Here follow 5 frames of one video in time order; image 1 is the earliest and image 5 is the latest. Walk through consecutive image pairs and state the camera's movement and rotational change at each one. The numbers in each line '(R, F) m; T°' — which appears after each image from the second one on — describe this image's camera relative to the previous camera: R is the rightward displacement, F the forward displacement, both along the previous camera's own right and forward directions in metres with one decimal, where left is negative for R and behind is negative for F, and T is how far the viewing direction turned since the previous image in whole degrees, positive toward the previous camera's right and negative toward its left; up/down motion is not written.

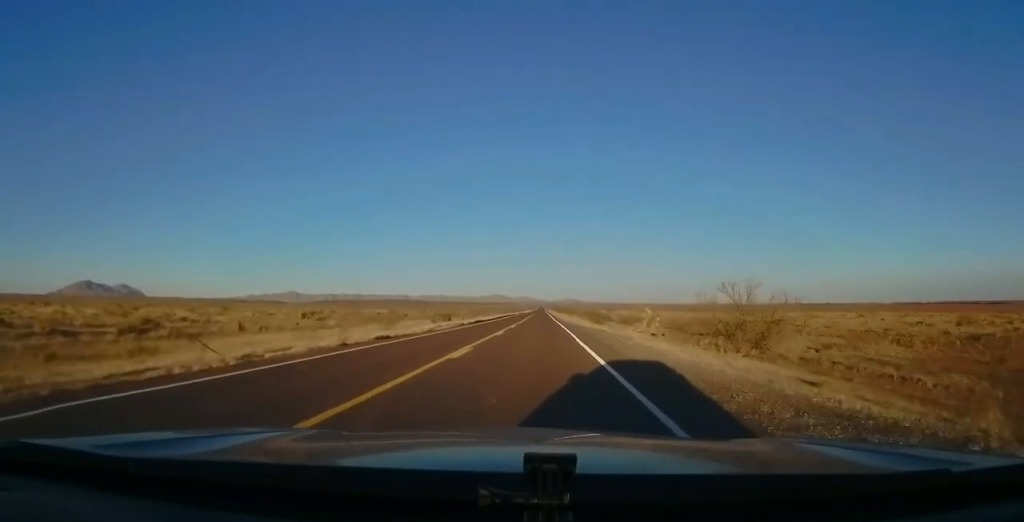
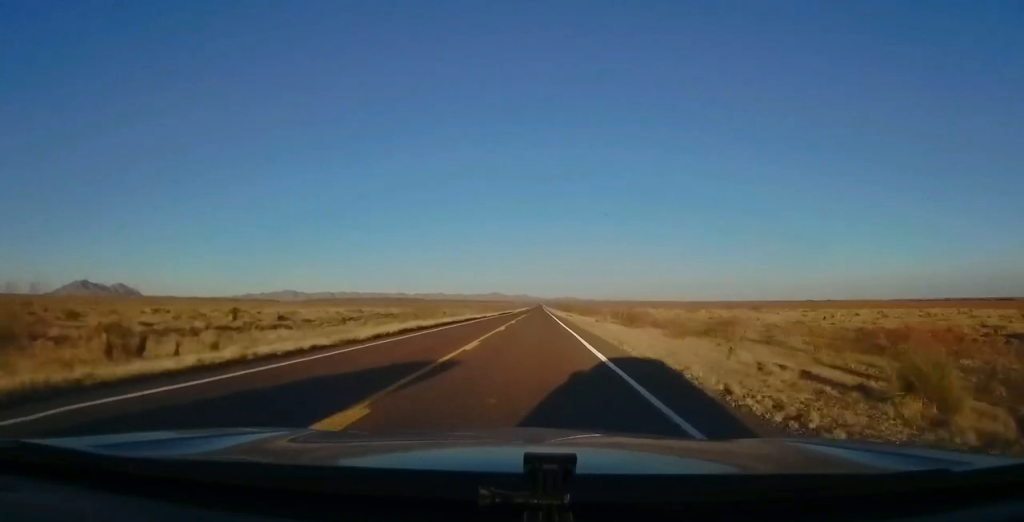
(-1.0, +58.2) m; 0°
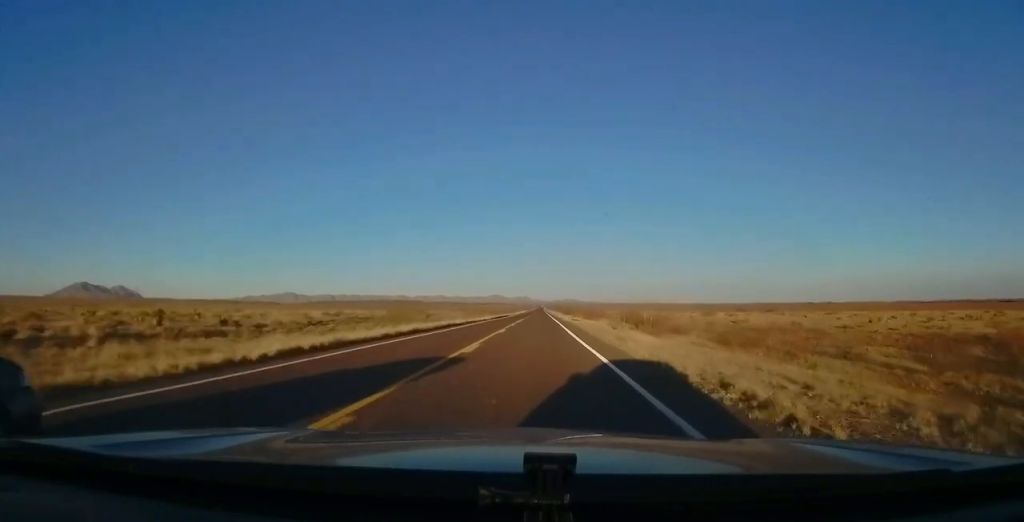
(+0.3, +12.5) m; 0°
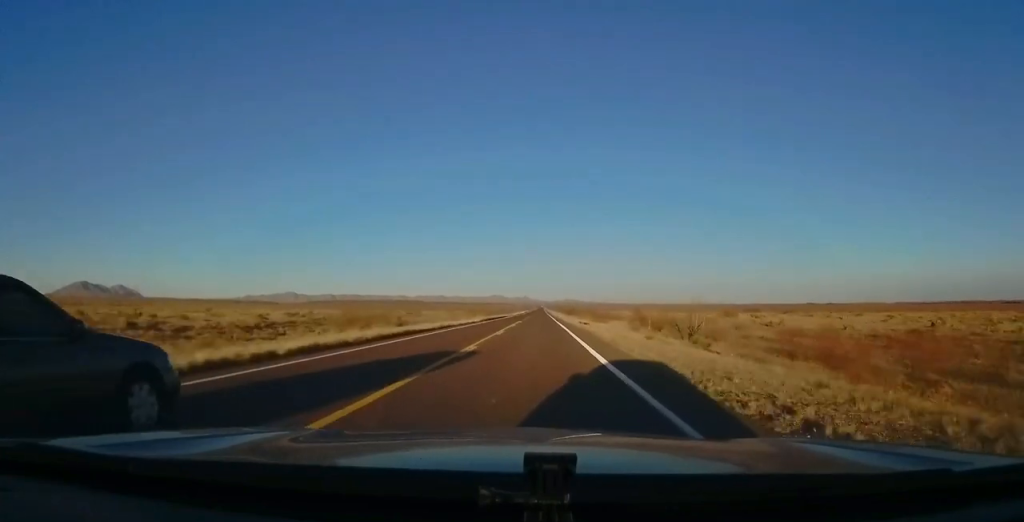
(+0.2, +13.4) m; 0°
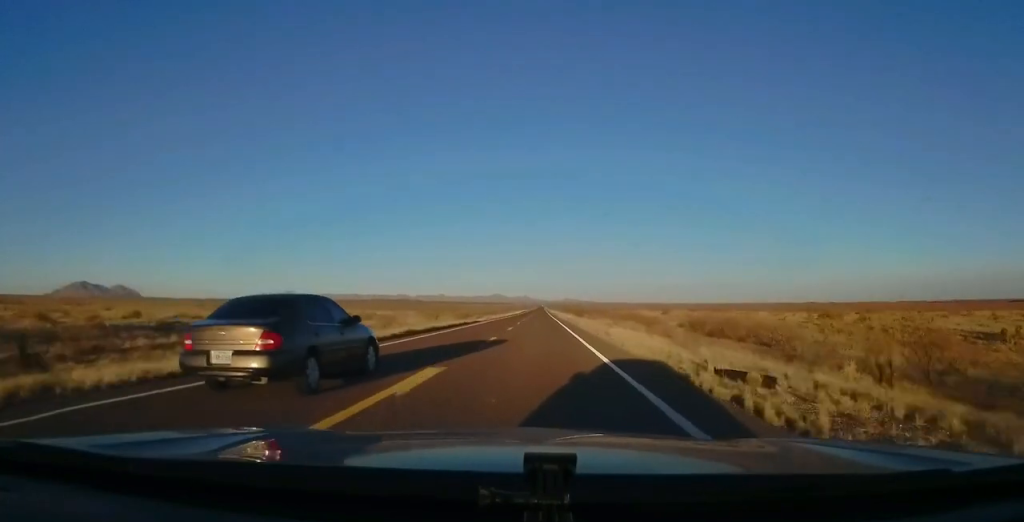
(-0.6, +42.4) m; 0°
